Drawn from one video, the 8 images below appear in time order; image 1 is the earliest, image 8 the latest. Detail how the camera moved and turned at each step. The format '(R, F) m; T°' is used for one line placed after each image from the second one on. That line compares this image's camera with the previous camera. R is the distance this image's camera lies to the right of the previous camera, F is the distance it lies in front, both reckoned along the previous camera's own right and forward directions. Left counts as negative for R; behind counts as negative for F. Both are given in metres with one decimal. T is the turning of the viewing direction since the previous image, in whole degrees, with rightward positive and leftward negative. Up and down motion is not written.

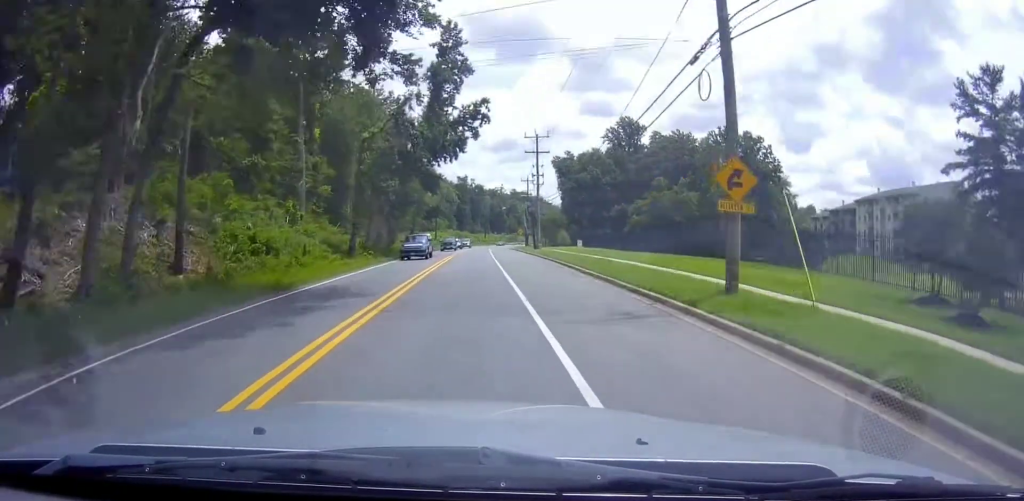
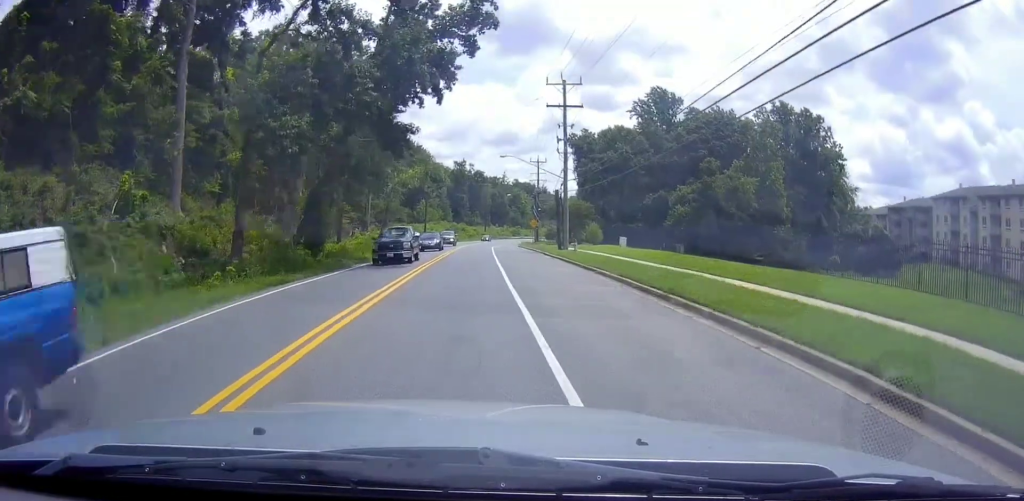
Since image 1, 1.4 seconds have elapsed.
(-0.5, +23.7) m; -1°
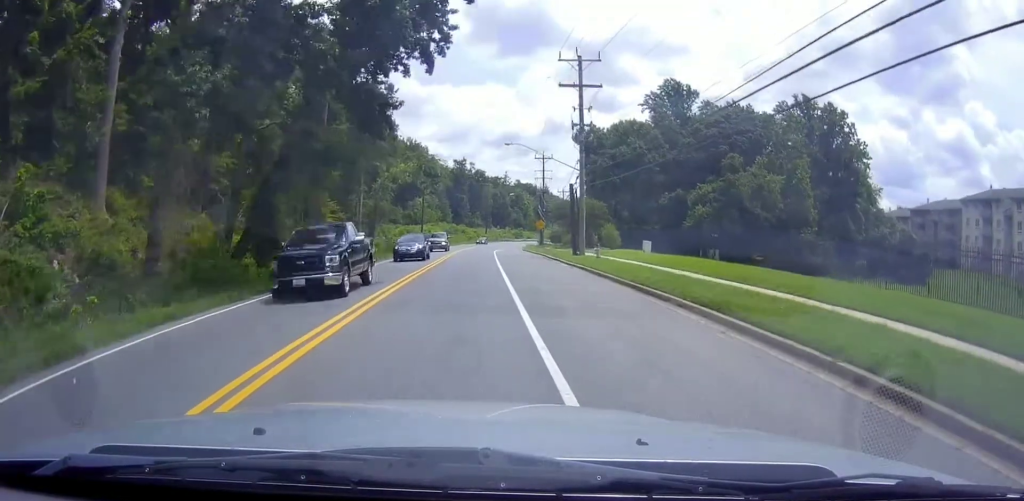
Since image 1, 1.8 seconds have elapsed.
(0.0, +7.6) m; 0°
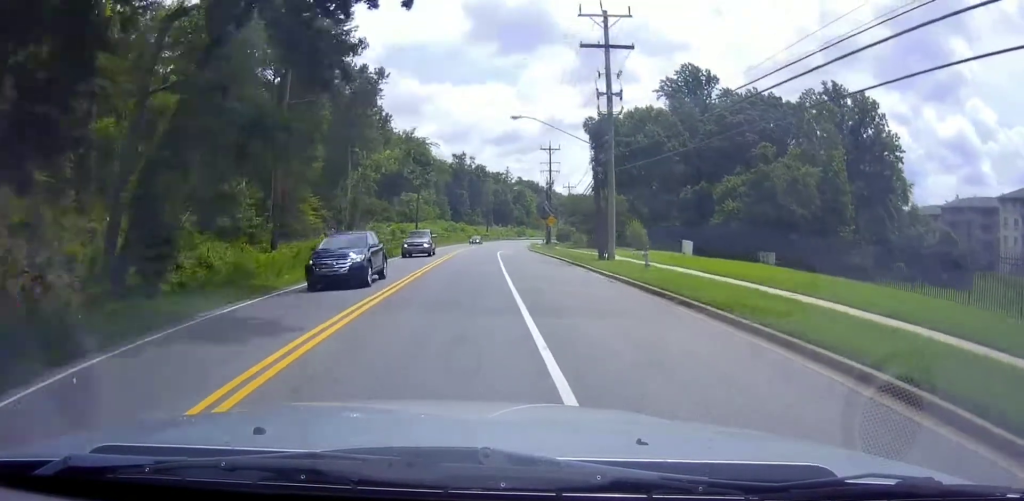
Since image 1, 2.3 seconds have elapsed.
(-0.1, +9.0) m; 0°
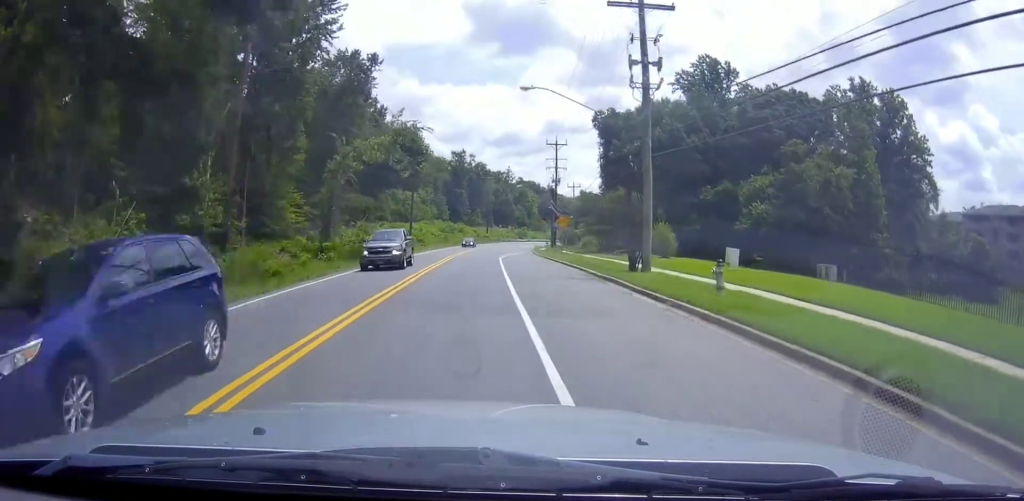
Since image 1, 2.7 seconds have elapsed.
(0.0, +6.9) m; 0°
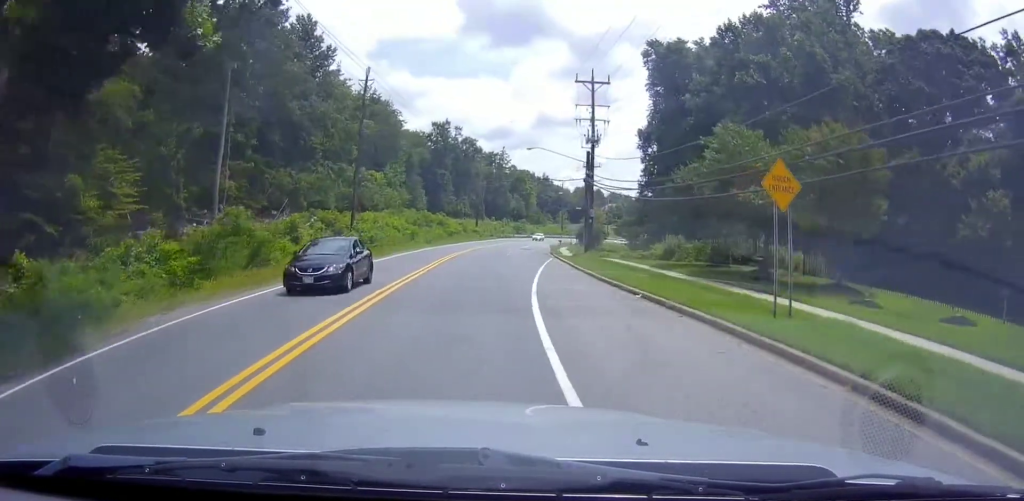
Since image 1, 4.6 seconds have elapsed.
(+0.2, +33.5) m; +1°
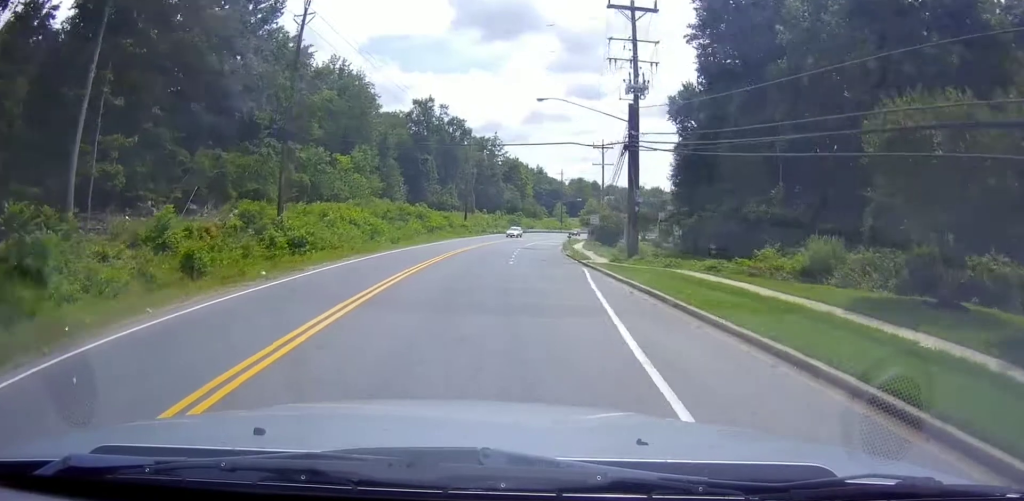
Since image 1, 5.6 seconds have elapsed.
(+0.2, +17.4) m; +1°
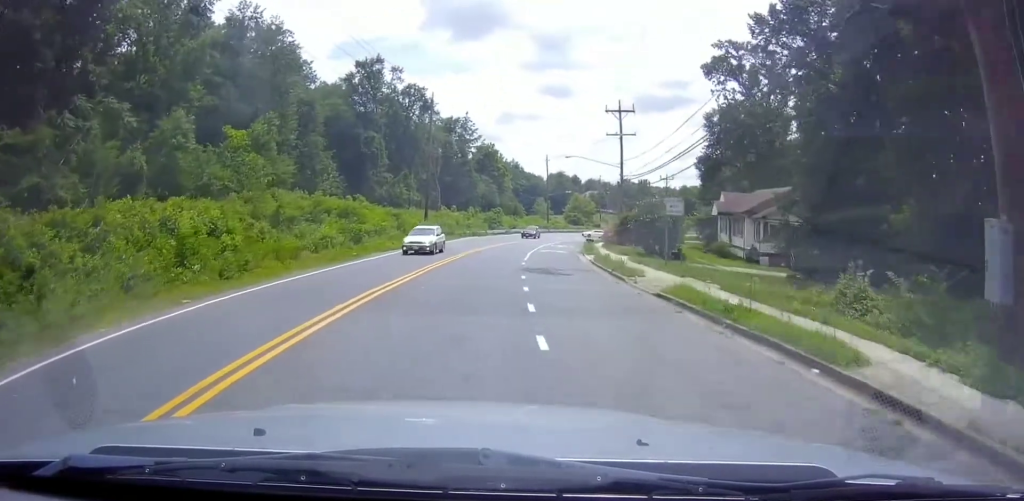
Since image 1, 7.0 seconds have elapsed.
(+0.8, +26.6) m; +3°
